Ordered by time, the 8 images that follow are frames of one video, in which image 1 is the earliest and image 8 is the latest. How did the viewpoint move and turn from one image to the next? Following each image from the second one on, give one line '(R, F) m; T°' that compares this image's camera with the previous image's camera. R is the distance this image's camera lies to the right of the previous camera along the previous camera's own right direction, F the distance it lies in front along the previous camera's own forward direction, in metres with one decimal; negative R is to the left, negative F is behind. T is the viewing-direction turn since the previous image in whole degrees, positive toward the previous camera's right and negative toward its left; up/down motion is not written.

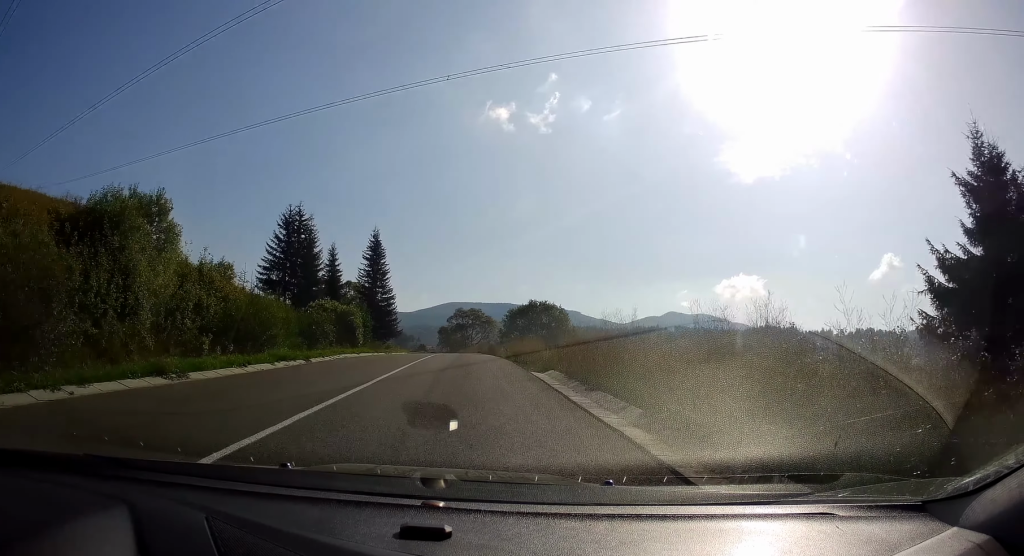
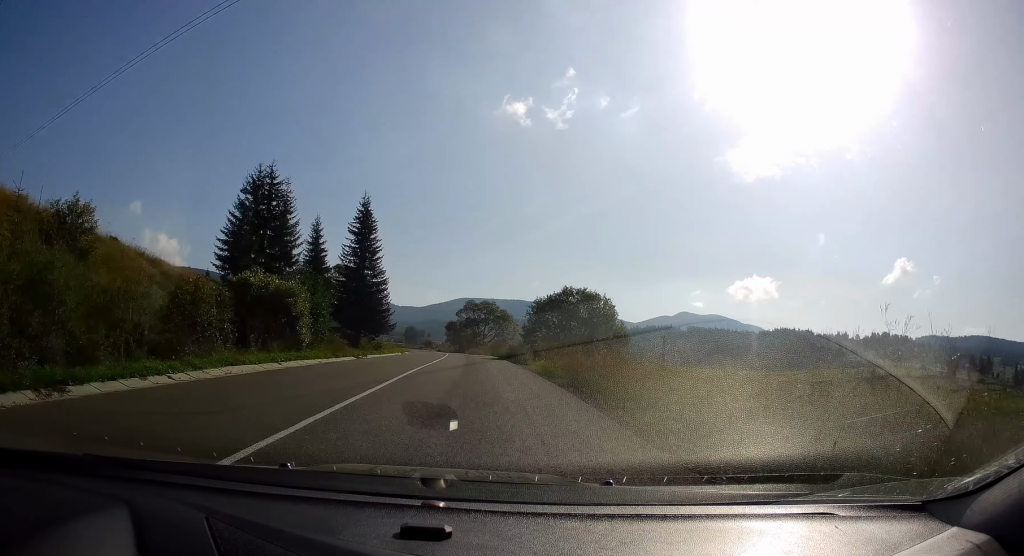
(+0.4, +17.1) m; 0°
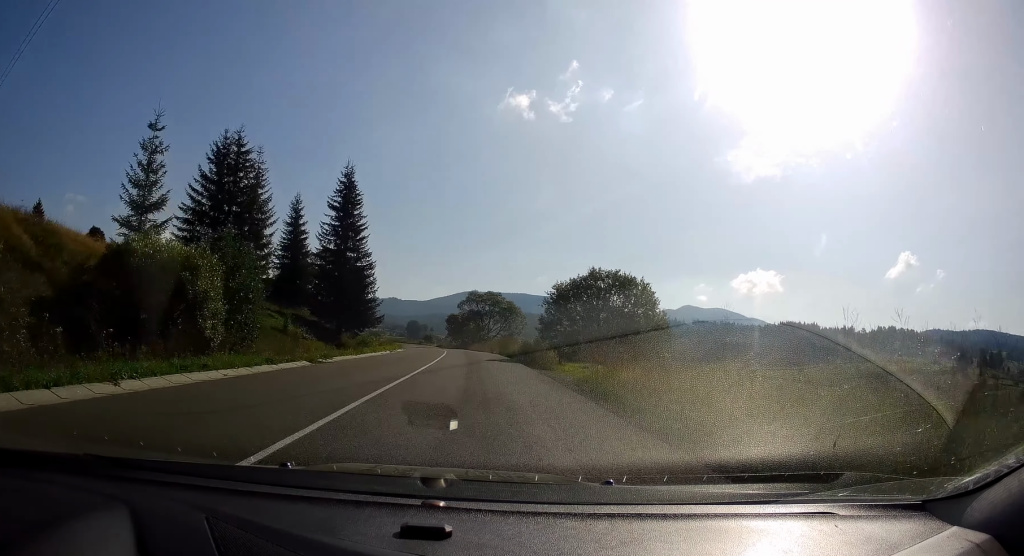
(-0.3, +10.7) m; -1°
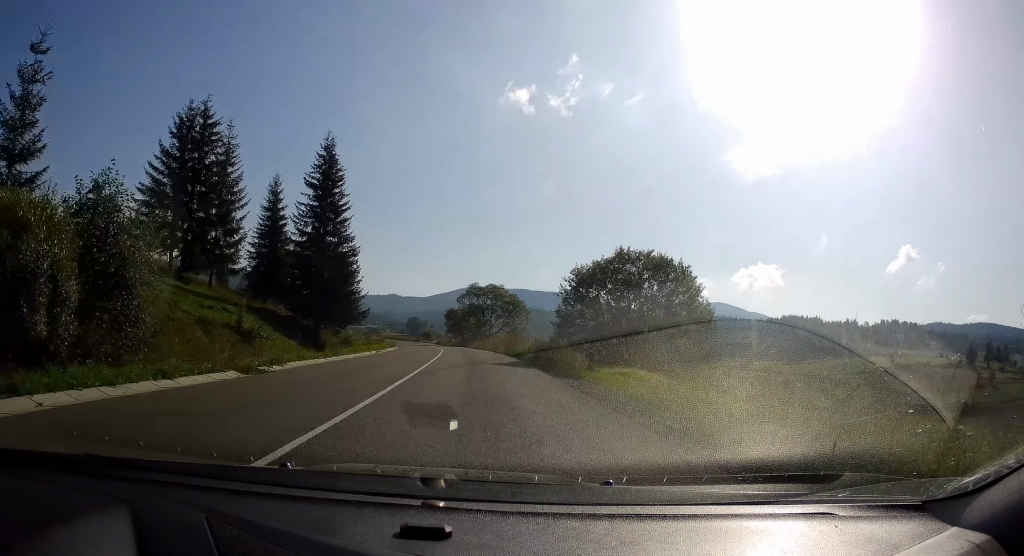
(0.0, +7.2) m; 0°
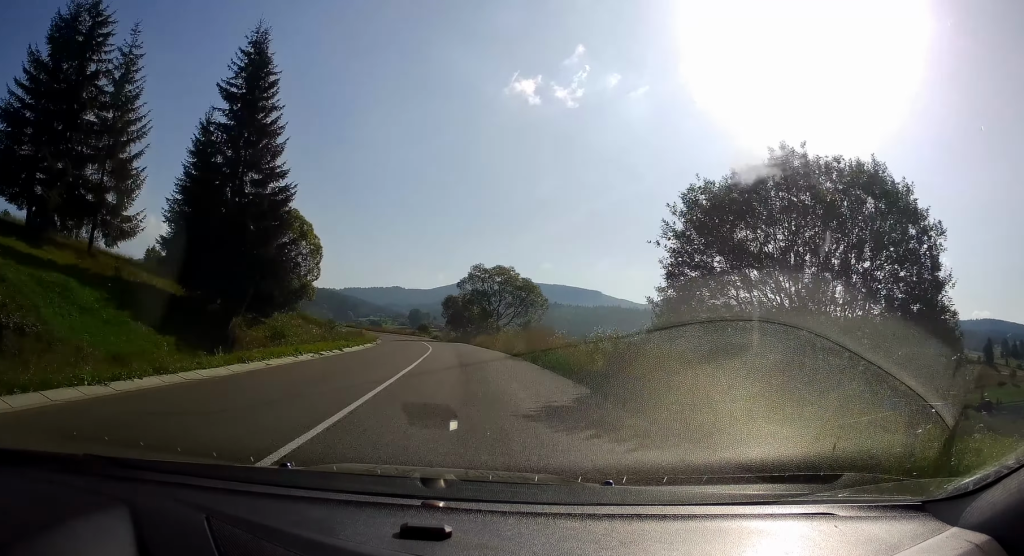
(0.0, +17.4) m; 0°
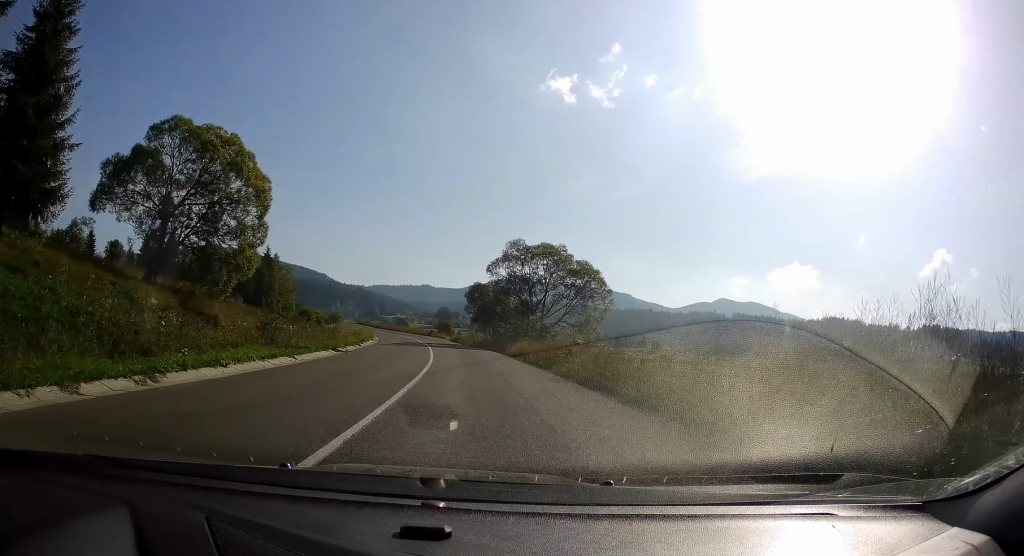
(0.0, +22.1) m; -1°
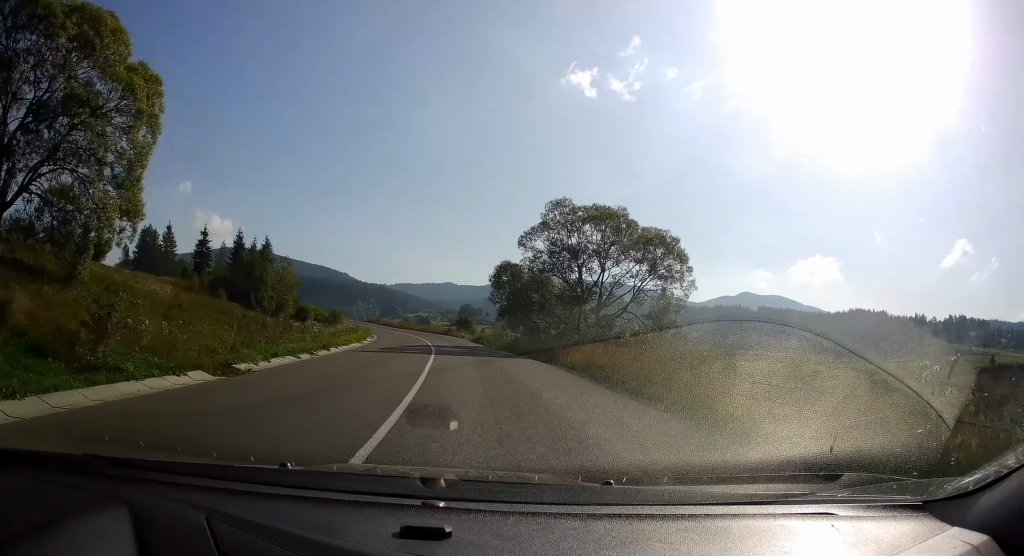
(-0.2, +15.7) m; -2°
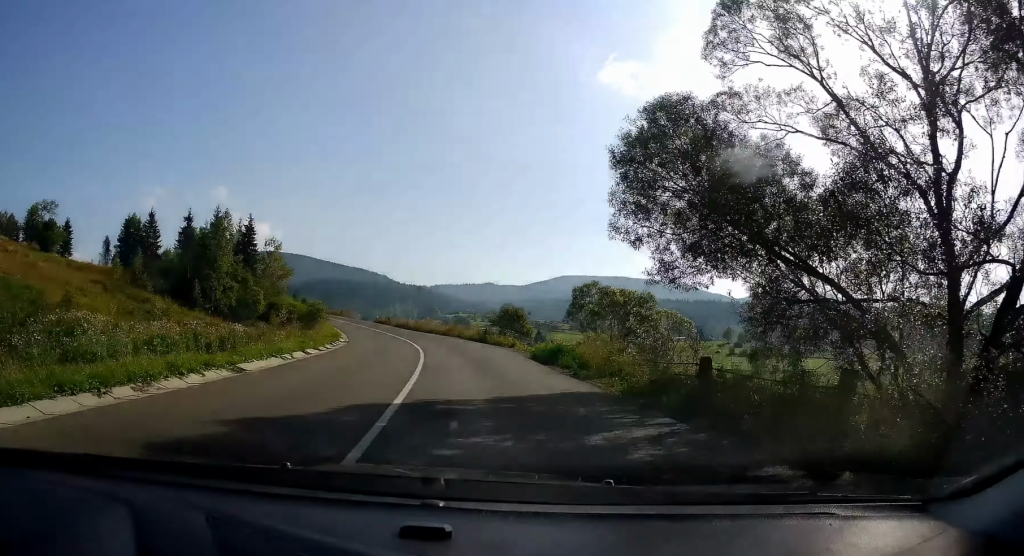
(-1.5, +31.2) m; -6°
